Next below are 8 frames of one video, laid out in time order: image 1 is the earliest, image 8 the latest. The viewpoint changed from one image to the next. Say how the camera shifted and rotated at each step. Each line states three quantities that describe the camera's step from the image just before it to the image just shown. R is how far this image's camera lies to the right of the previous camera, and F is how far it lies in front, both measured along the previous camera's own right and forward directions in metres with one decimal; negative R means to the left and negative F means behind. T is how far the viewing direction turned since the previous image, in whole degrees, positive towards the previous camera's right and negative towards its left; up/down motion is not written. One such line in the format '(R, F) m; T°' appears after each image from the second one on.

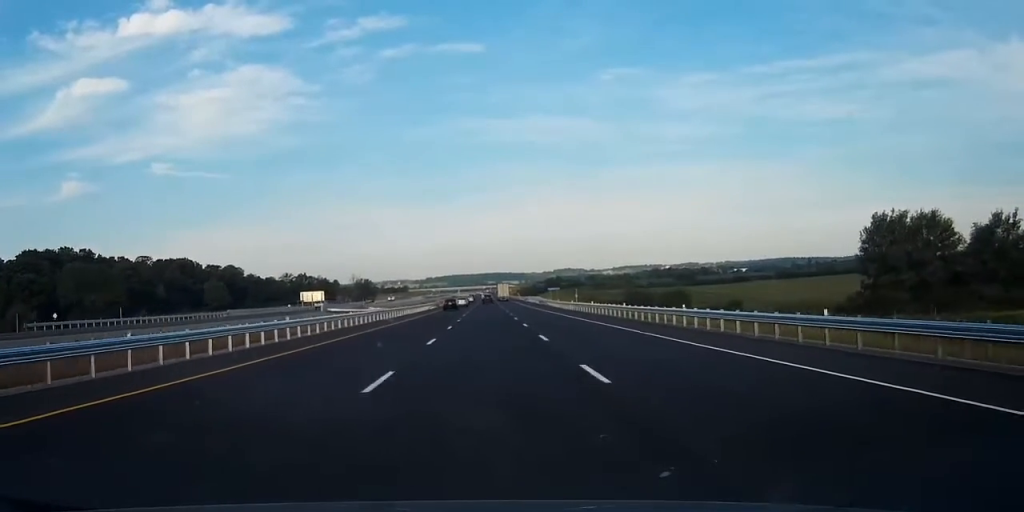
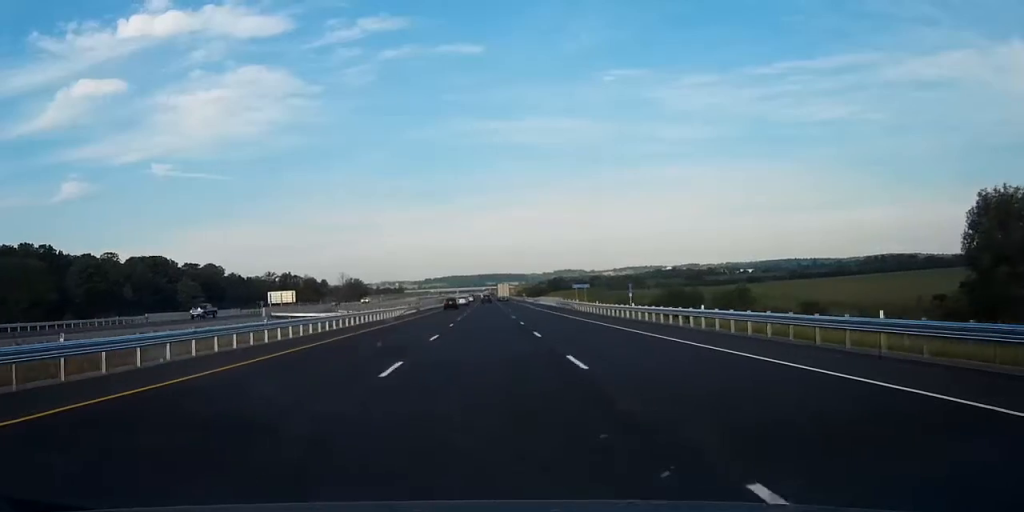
(-0.1, +33.6) m; 0°
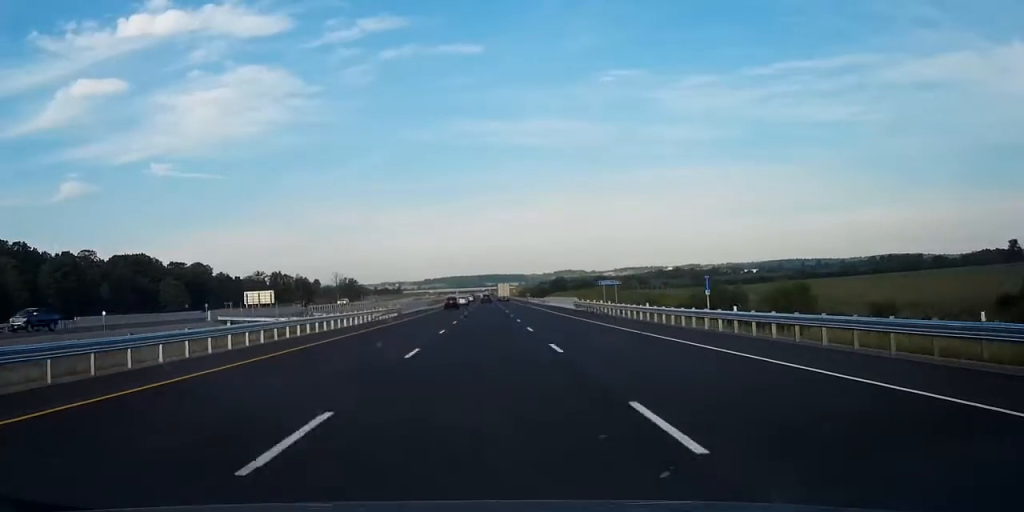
(0.0, +19.5) m; 0°
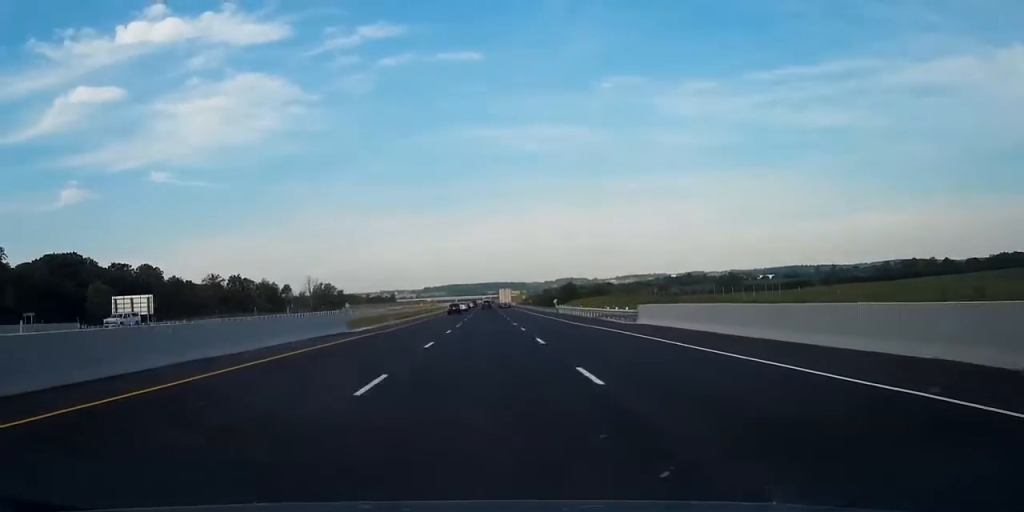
(+0.2, +65.9) m; 0°
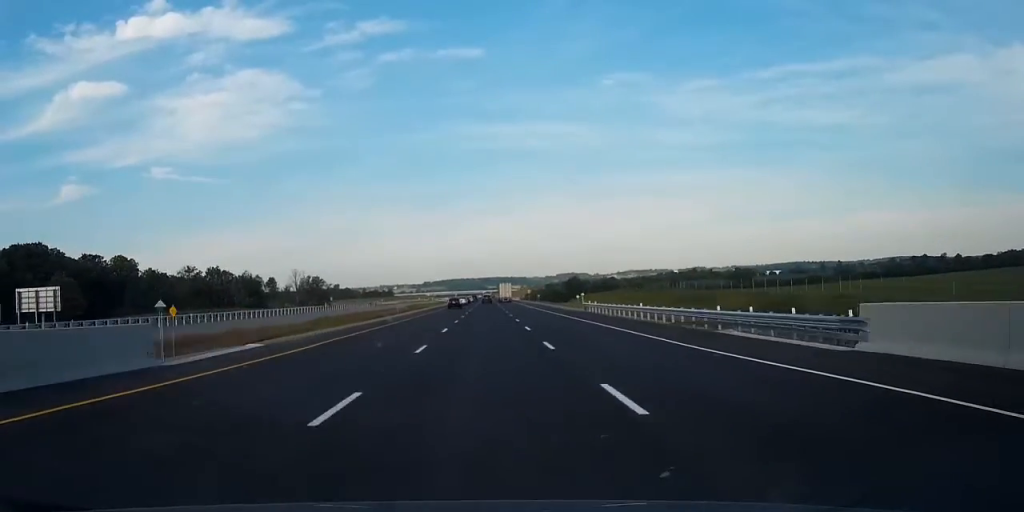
(-0.1, +27.1) m; 0°
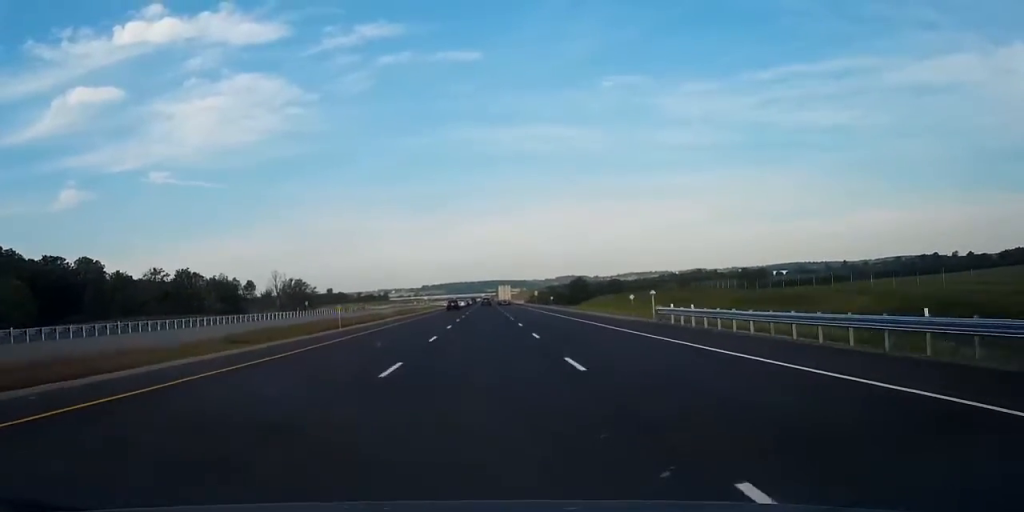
(+0.1, +30.3) m; 0°
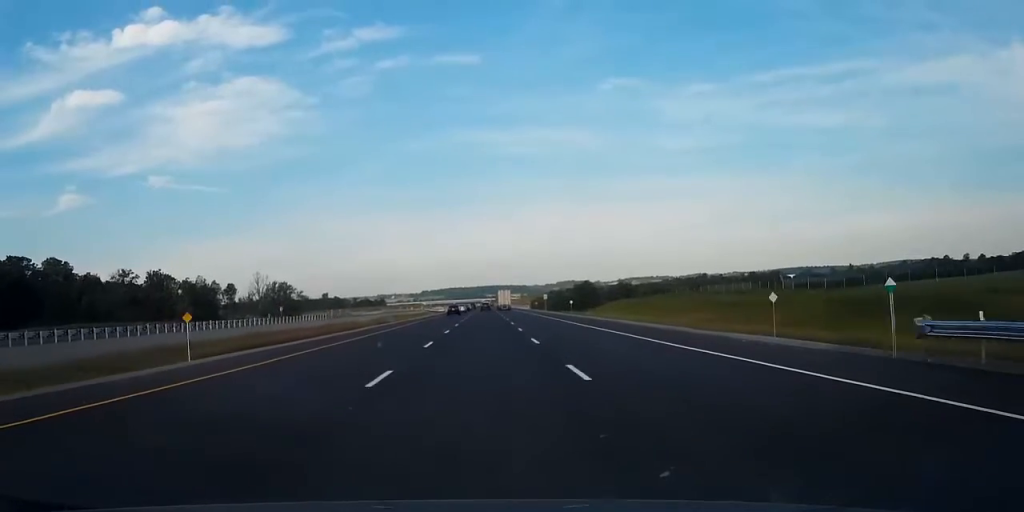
(0.0, +24.9) m; 0°
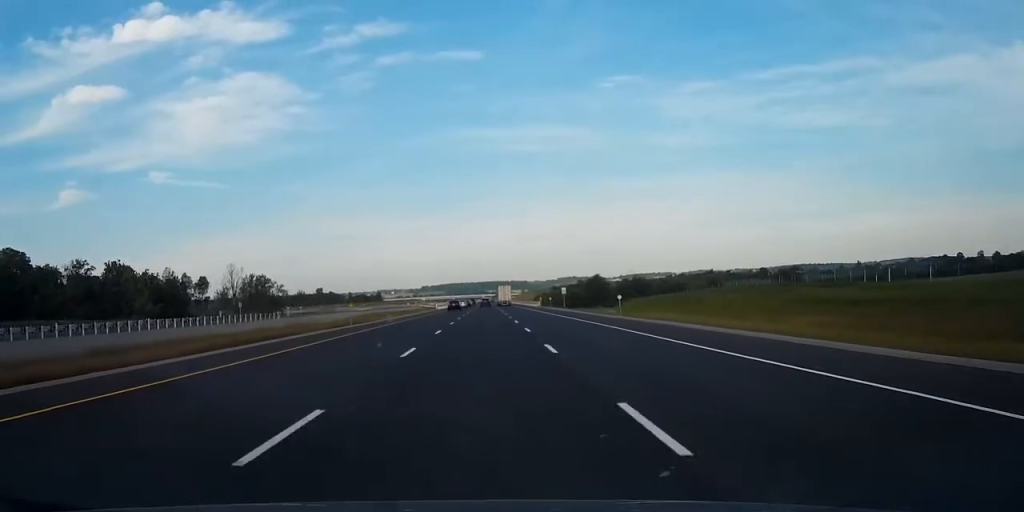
(0.0, +30.3) m; 0°
